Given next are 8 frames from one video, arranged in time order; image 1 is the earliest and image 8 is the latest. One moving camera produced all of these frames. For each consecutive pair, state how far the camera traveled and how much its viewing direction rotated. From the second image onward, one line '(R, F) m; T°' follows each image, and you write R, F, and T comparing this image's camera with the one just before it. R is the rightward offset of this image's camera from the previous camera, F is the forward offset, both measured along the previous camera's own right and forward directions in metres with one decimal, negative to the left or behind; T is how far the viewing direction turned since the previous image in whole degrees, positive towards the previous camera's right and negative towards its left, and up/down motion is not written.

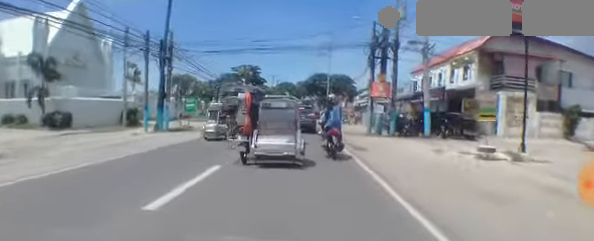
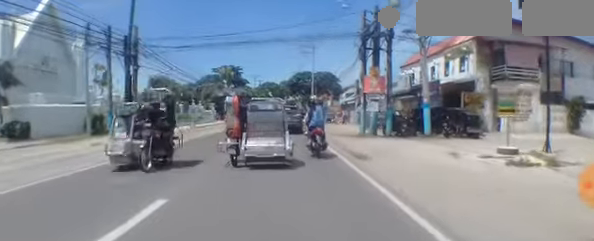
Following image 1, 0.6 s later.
(-0.1, +2.3) m; -1°
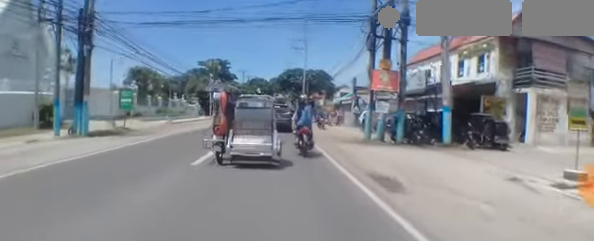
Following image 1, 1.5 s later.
(0.0, +3.4) m; +1°
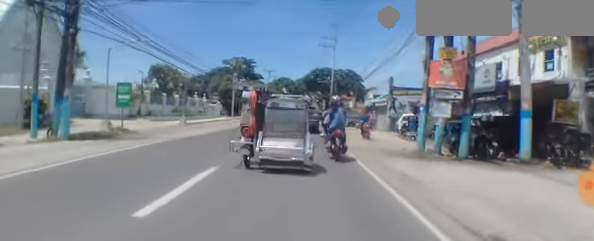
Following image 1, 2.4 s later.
(+0.1, +3.2) m; +1°
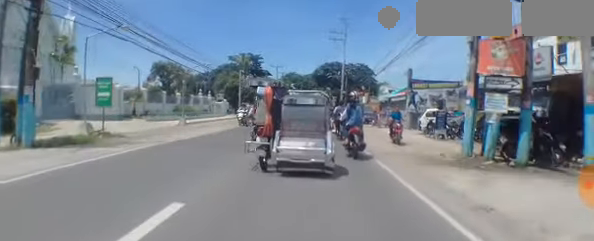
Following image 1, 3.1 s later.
(0.0, +2.3) m; -1°
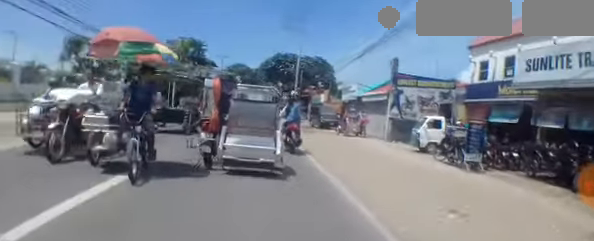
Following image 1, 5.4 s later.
(+0.7, +8.9) m; +8°
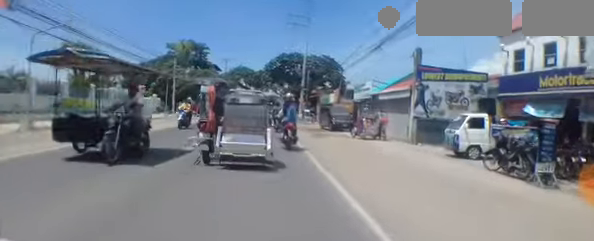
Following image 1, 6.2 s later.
(+0.1, +4.0) m; -5°
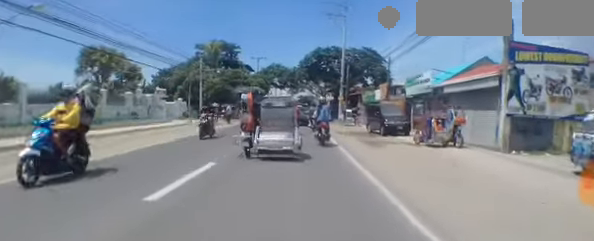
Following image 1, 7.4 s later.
(-0.6, +6.1) m; -3°
